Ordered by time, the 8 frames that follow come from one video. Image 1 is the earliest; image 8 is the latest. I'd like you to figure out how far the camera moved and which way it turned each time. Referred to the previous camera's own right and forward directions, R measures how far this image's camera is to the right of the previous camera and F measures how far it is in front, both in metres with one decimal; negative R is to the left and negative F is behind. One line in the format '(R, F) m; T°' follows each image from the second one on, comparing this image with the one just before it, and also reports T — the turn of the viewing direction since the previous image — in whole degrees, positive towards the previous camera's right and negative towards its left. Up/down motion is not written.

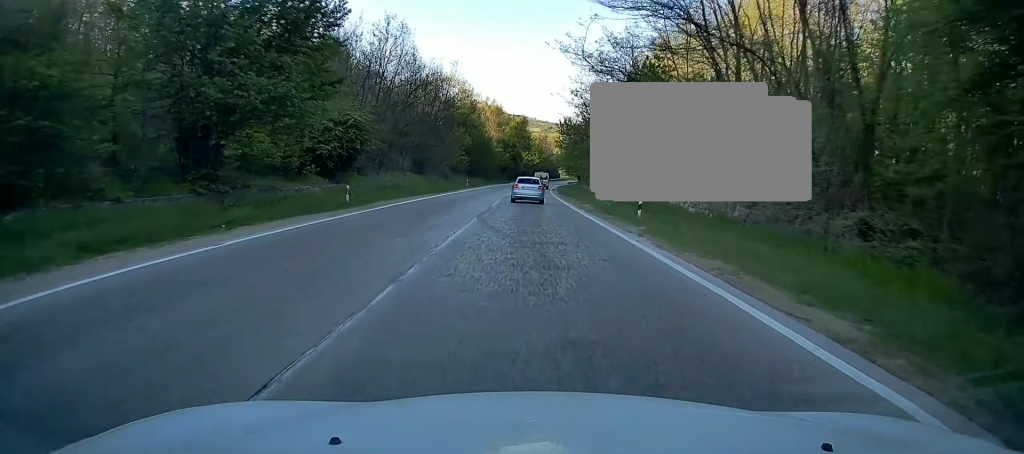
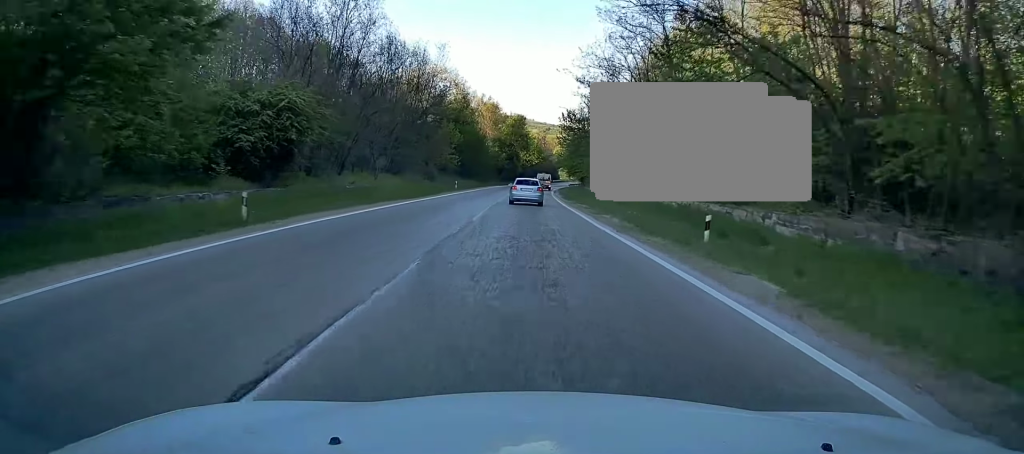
(+0.3, +10.1) m; 0°
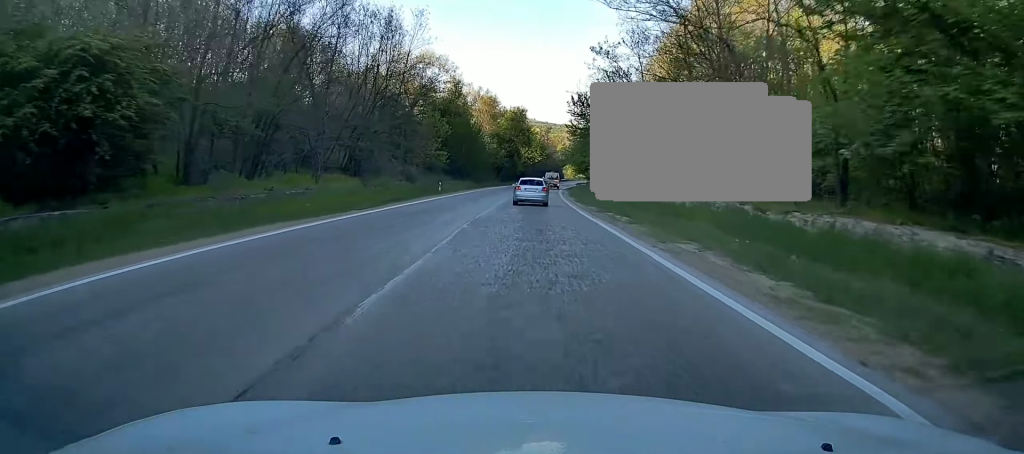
(+0.1, +13.7) m; 0°
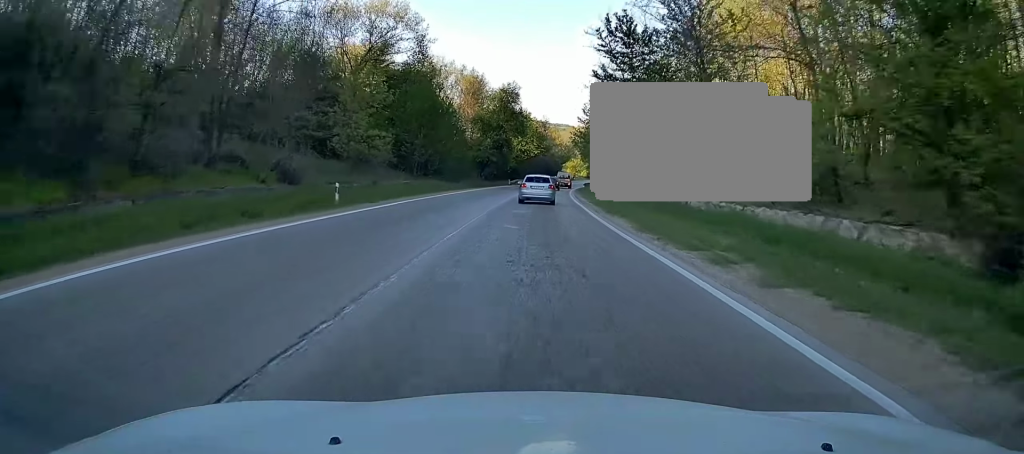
(0.0, +27.3) m; 0°
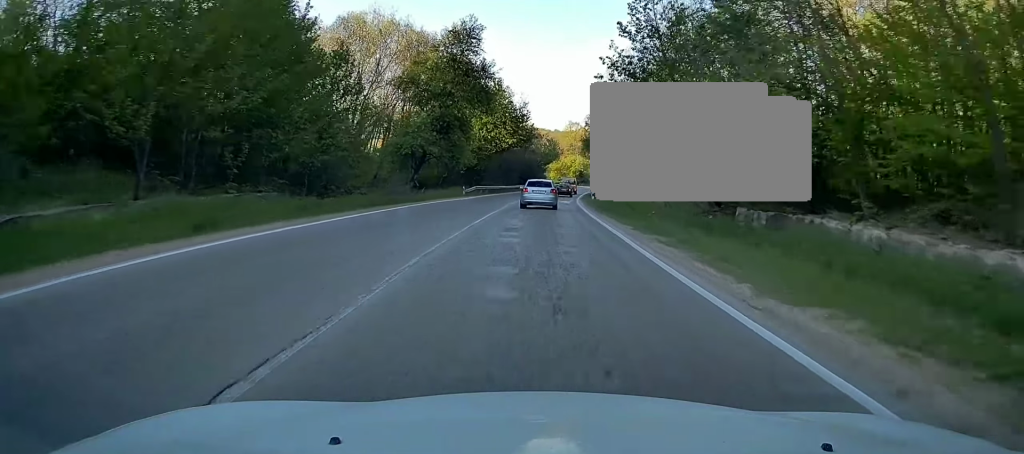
(+0.1, +37.9) m; +2°
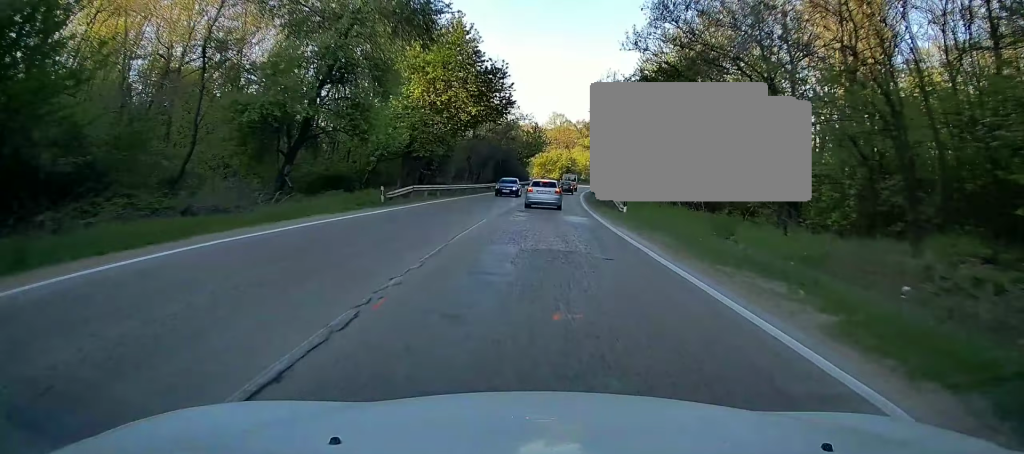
(+0.5, +24.2) m; +2°
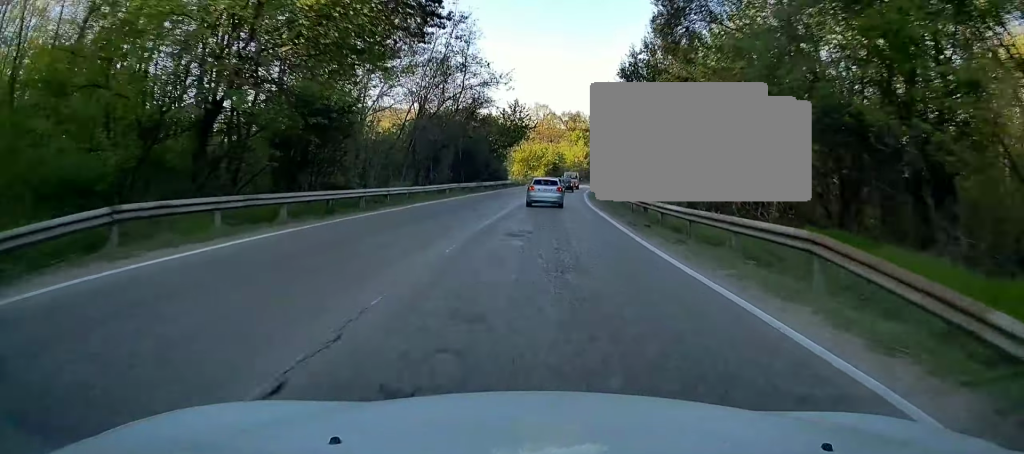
(+0.3, +24.3) m; +2°
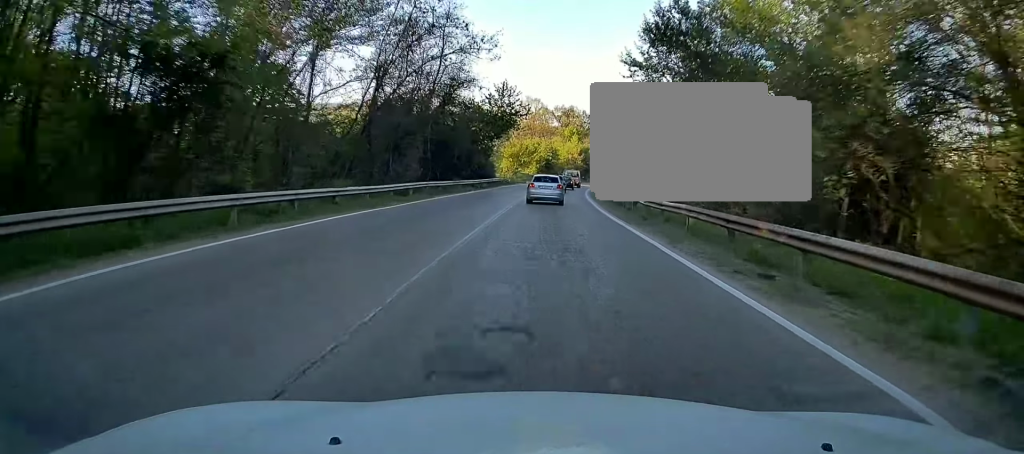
(+0.1, +10.7) m; +1°
